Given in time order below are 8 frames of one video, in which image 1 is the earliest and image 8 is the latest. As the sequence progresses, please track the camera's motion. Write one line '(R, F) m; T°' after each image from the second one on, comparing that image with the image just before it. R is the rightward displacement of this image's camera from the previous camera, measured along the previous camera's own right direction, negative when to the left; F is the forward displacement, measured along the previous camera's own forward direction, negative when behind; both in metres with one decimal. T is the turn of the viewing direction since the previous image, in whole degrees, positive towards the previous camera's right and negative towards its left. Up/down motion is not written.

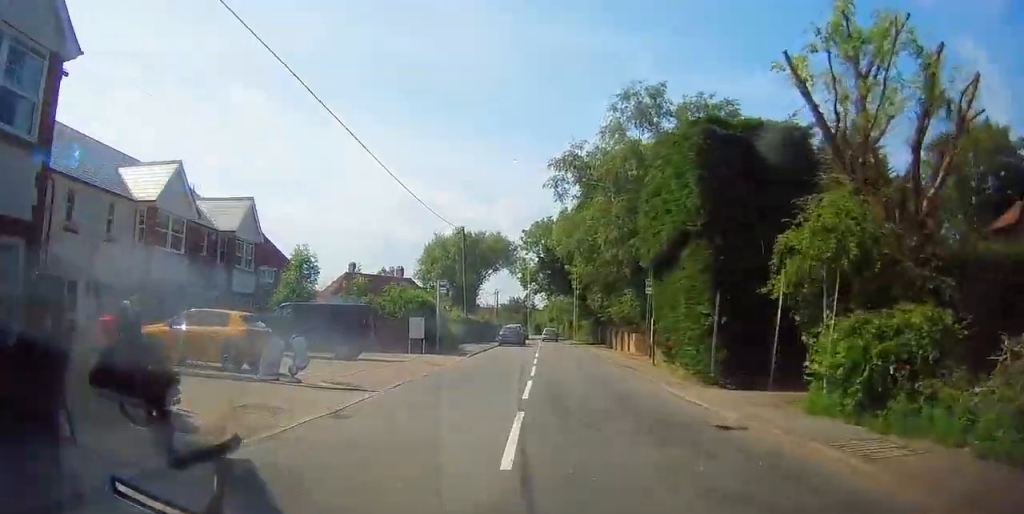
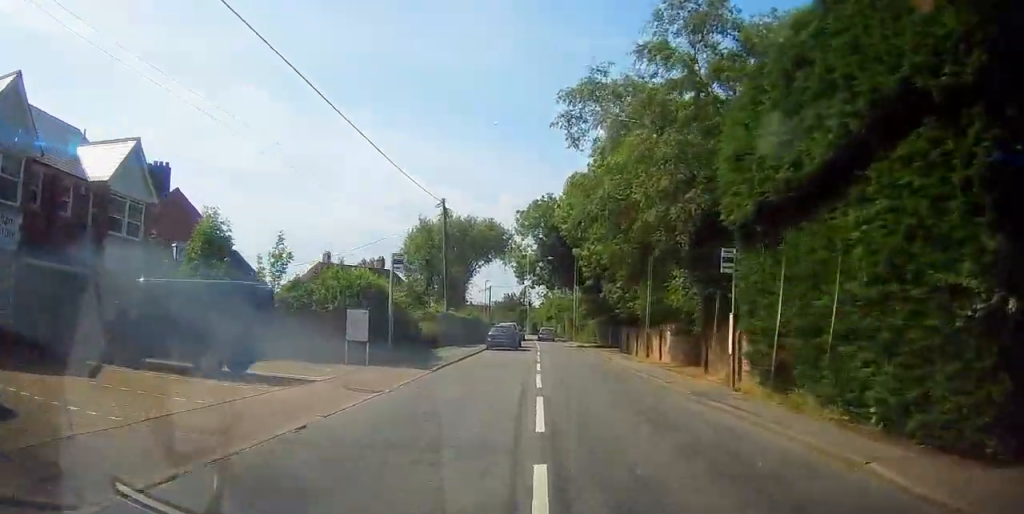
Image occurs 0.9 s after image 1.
(-0.3, +10.5) m; -1°
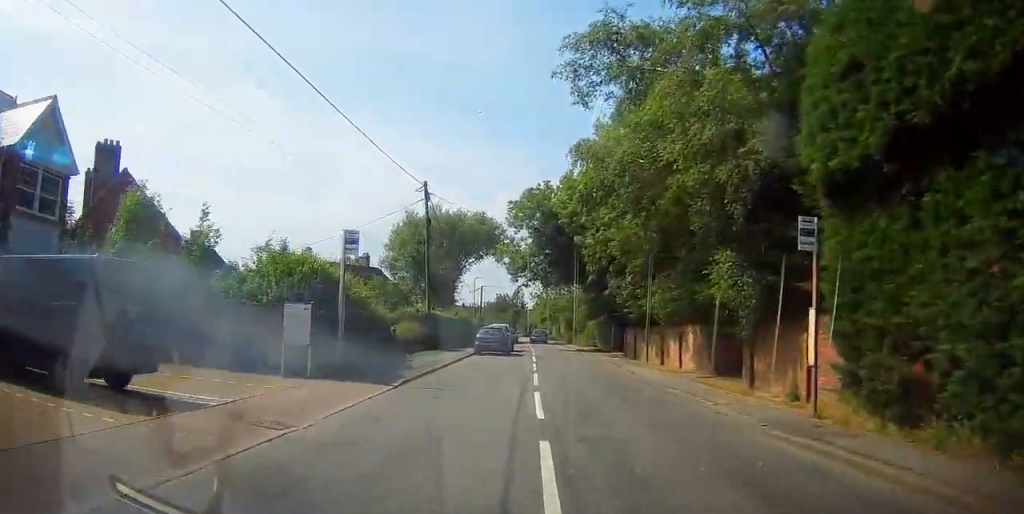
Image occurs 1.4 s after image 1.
(0.0, +5.2) m; 0°
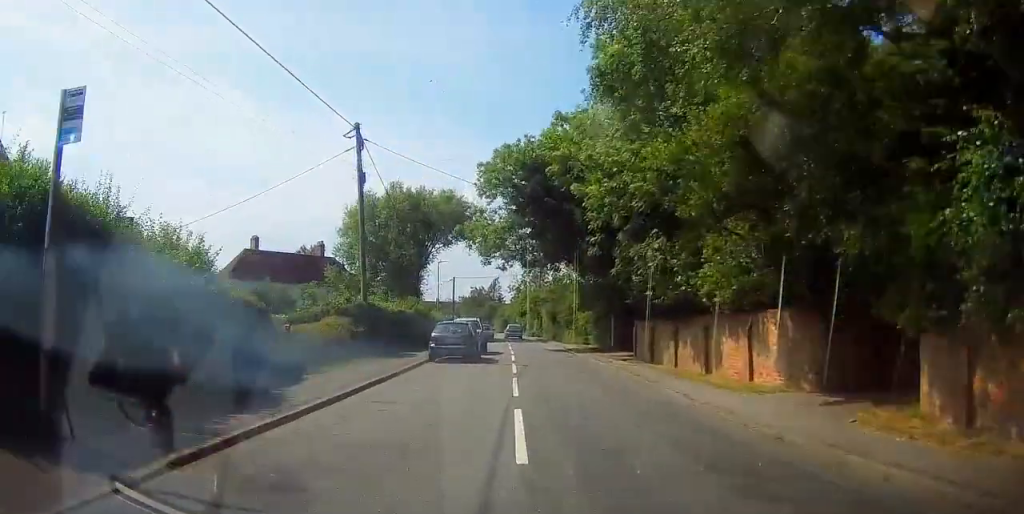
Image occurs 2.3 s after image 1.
(+0.1, +9.7) m; 0°
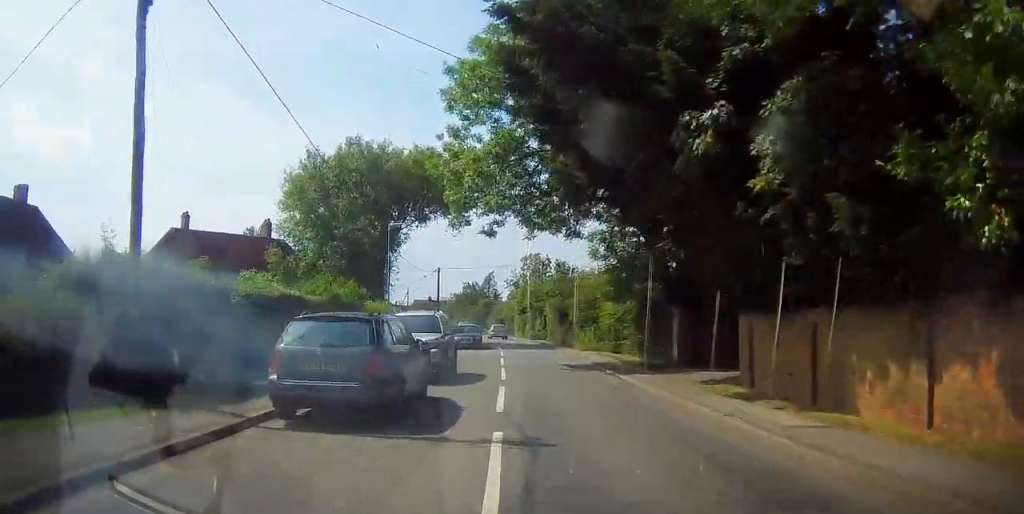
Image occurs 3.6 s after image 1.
(-0.1, +15.0) m; +1°
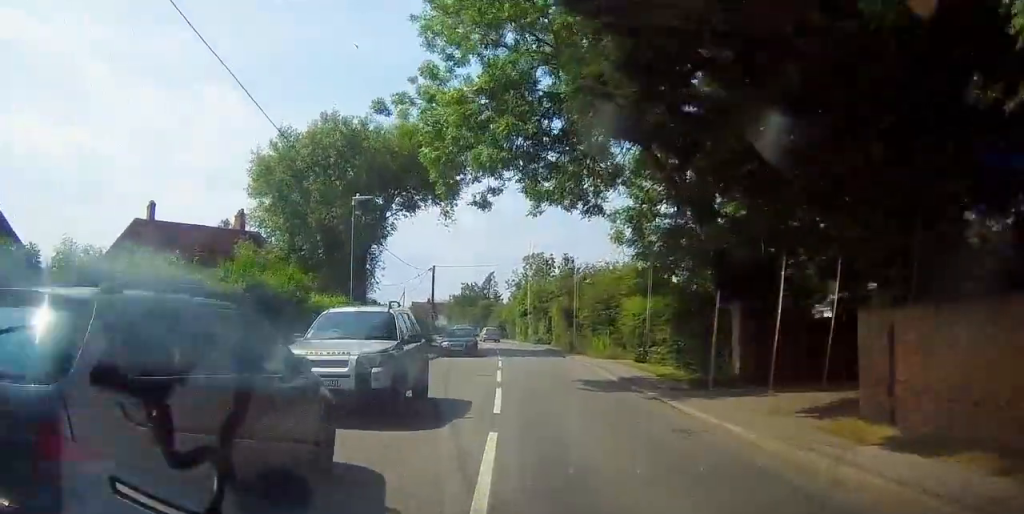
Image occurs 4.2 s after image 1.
(+0.1, +6.2) m; +1°
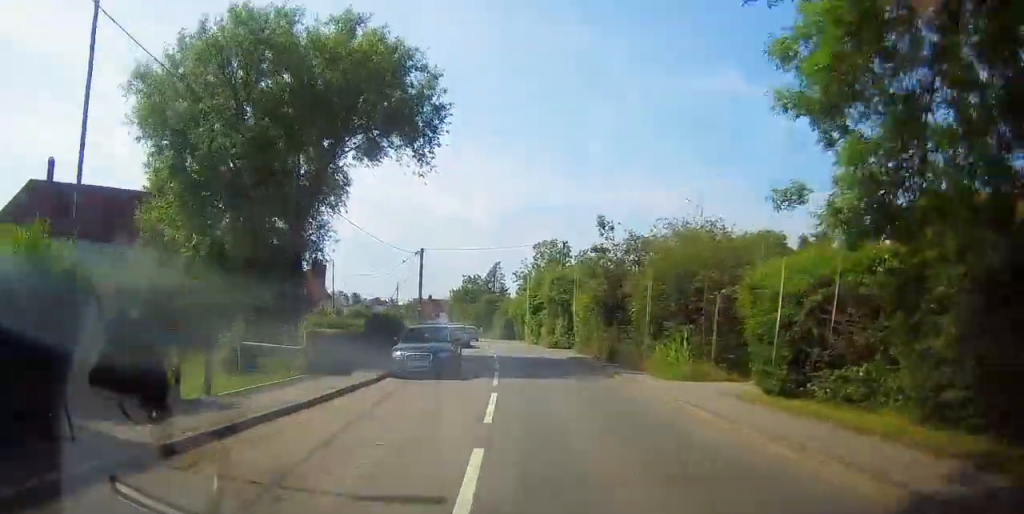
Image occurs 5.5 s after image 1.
(0.0, +13.4) m; 0°
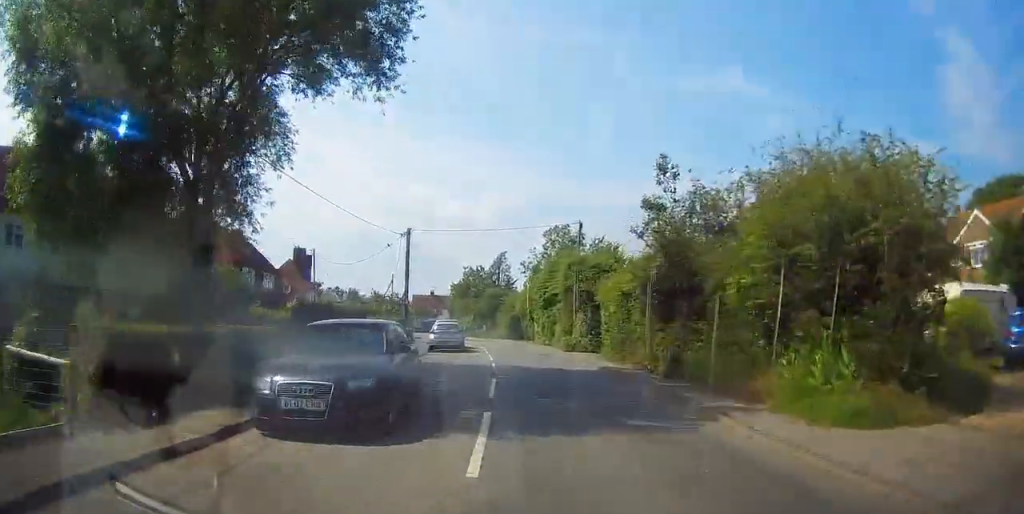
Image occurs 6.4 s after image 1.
(0.0, +9.4) m; 0°
